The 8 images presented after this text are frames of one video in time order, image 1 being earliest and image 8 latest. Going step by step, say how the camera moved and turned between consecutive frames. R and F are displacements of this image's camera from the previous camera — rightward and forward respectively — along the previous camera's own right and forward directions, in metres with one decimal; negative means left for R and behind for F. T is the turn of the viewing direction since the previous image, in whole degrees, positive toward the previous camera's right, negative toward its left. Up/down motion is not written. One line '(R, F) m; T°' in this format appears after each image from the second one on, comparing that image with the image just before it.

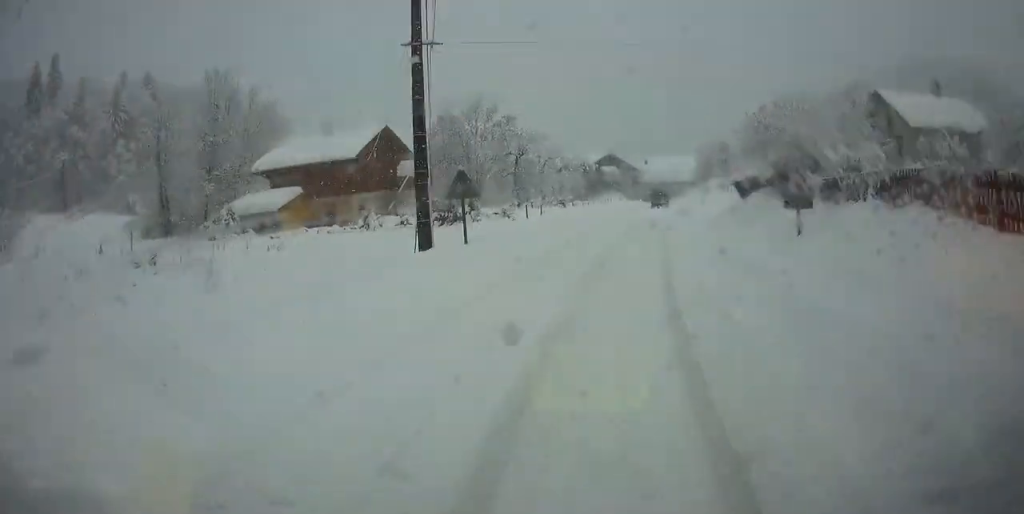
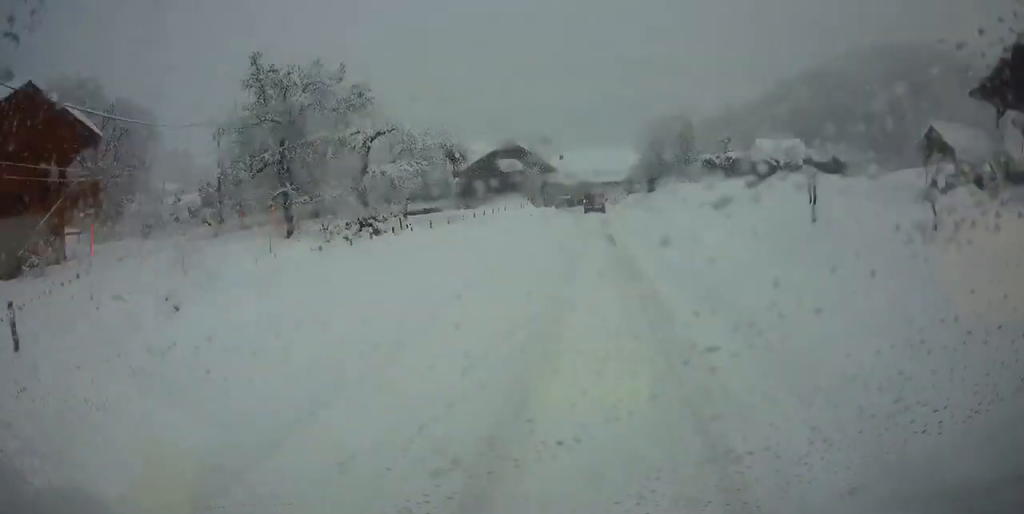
(+2.3, +30.1) m; +4°
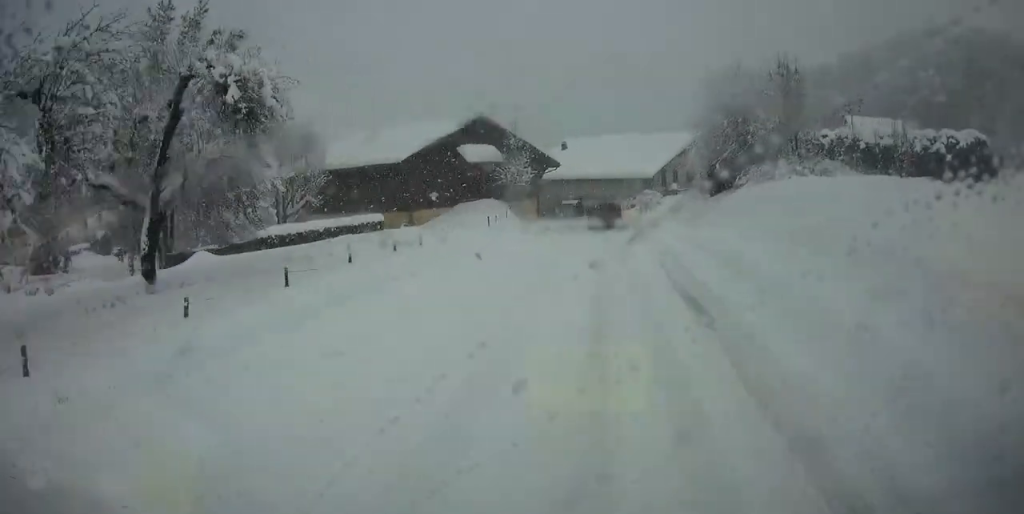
(-0.1, +26.1) m; 0°
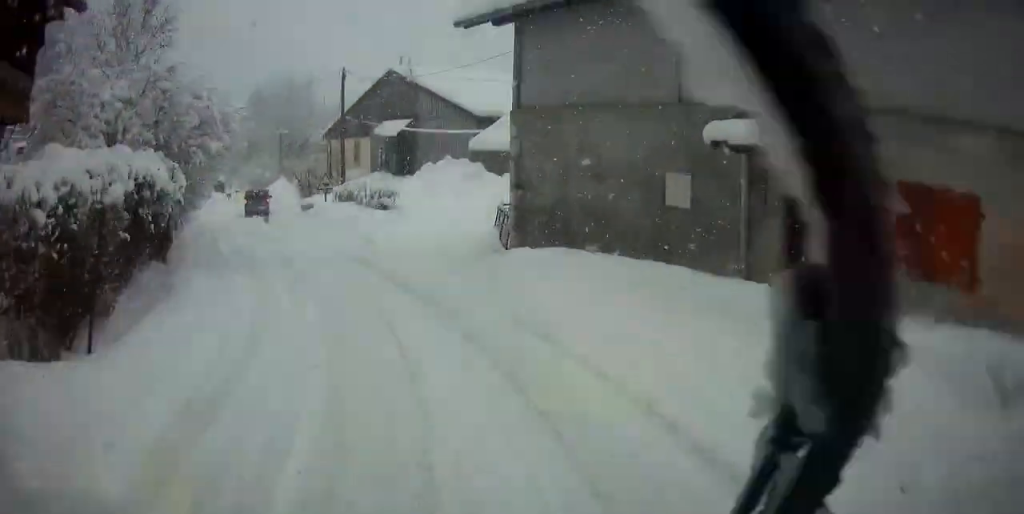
(-10.9, +52.8) m; -39°
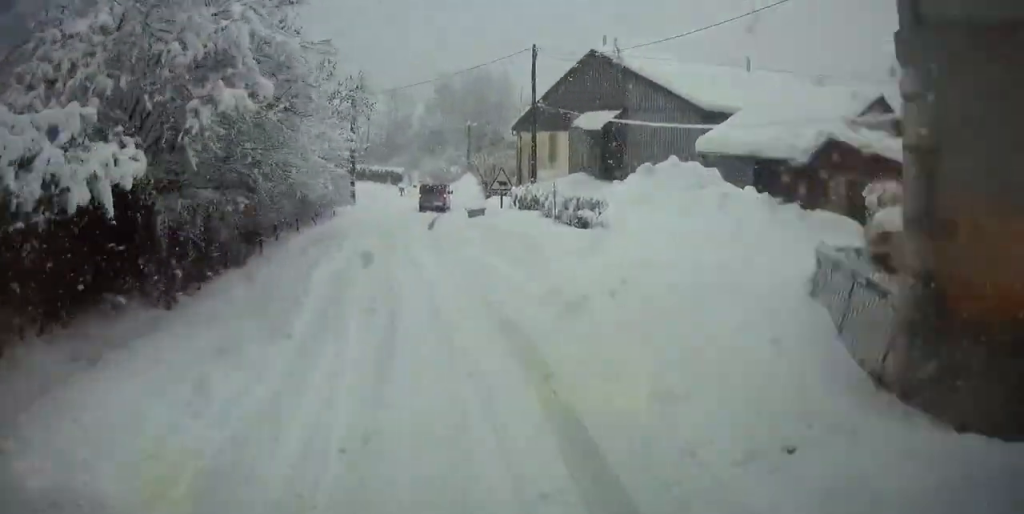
(-1.6, +7.2) m; -7°
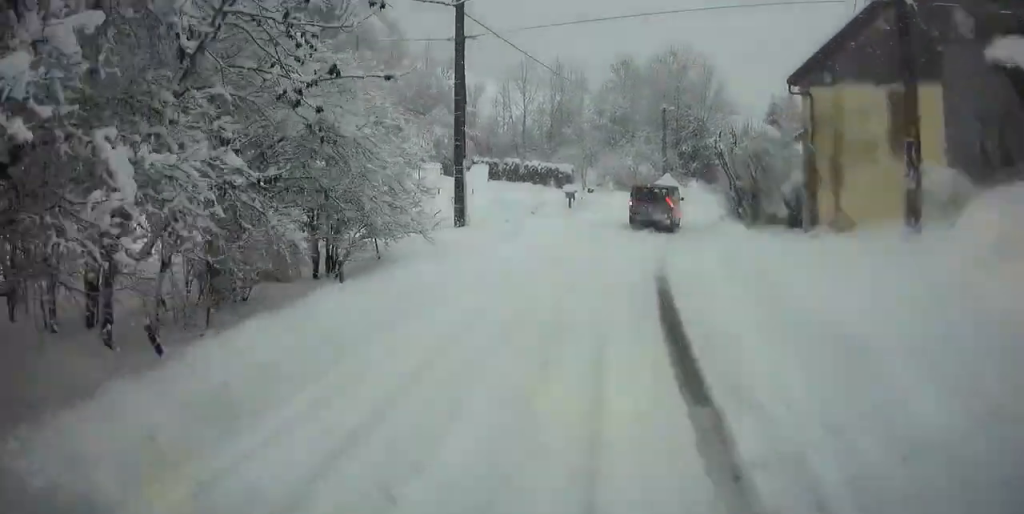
(+0.3, +19.6) m; +3°
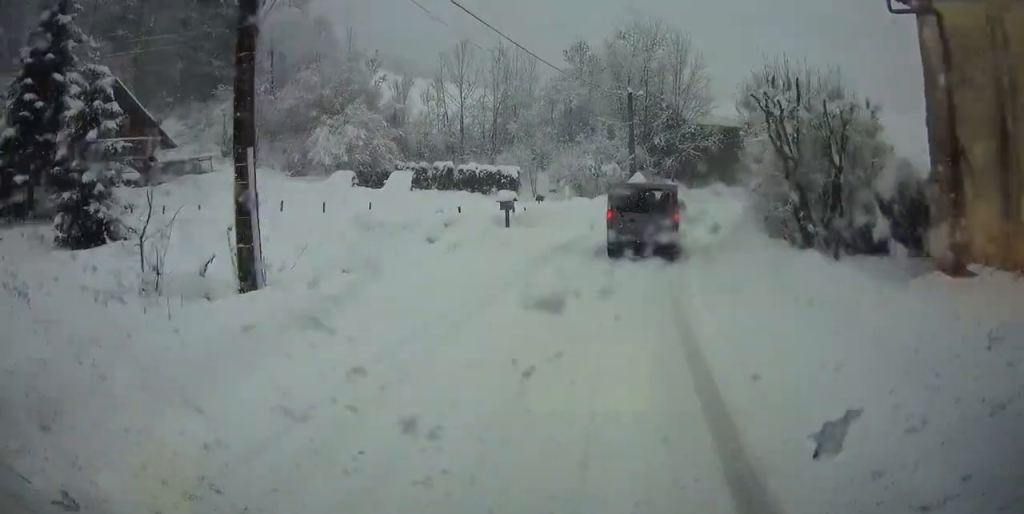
(+0.3, +12.7) m; -1°
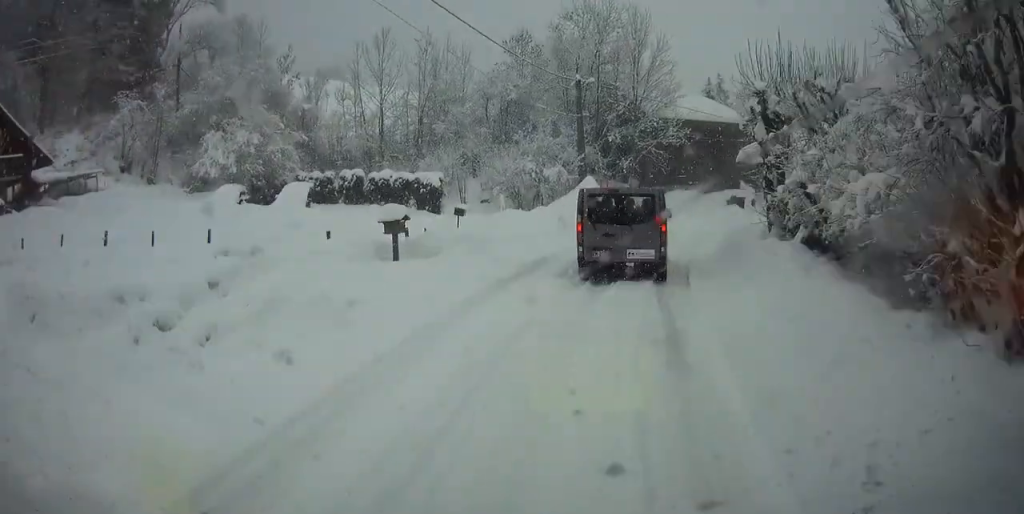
(-0.5, +9.2) m; -2°
